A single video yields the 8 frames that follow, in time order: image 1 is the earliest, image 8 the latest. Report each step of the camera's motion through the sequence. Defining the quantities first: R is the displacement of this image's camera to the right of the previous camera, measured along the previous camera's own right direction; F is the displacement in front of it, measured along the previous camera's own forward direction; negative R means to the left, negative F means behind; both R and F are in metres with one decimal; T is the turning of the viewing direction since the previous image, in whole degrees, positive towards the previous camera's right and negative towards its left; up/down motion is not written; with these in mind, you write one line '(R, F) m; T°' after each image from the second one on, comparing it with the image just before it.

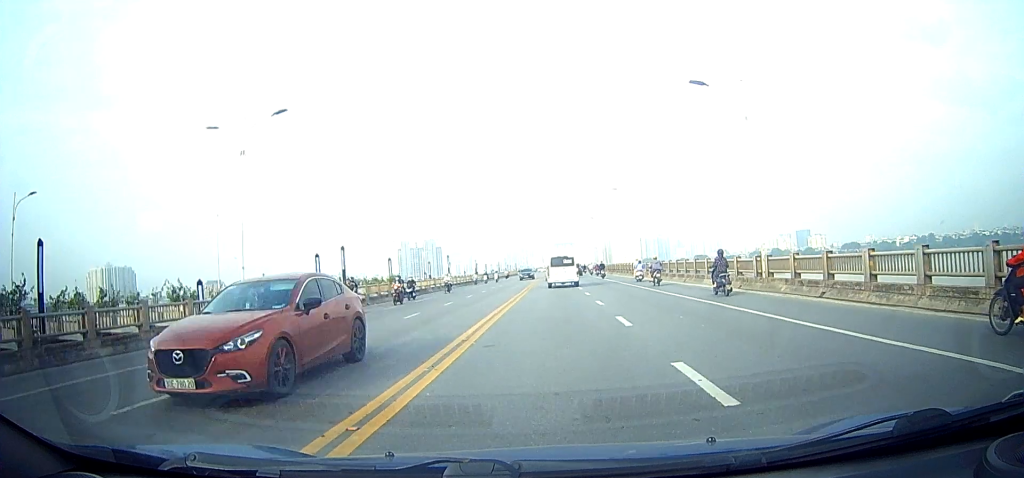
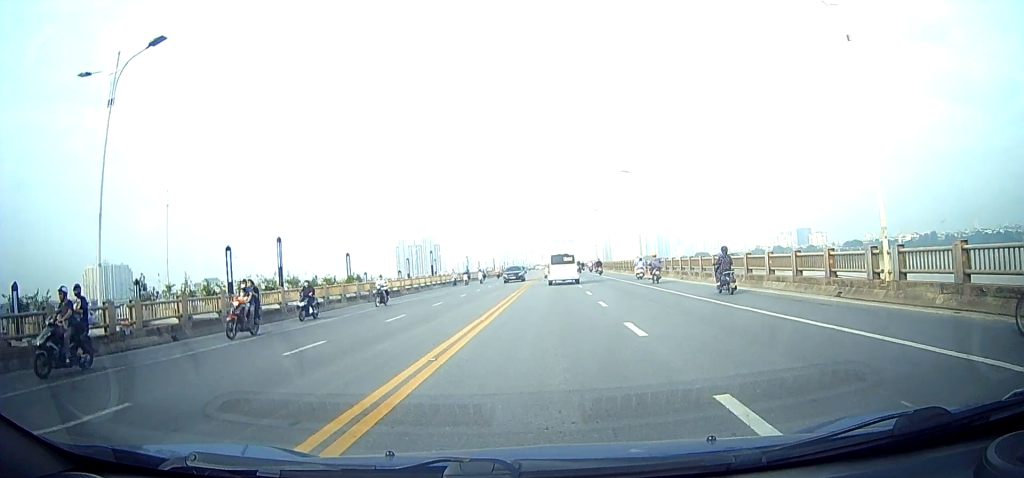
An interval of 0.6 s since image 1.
(0.0, +9.2) m; +1°
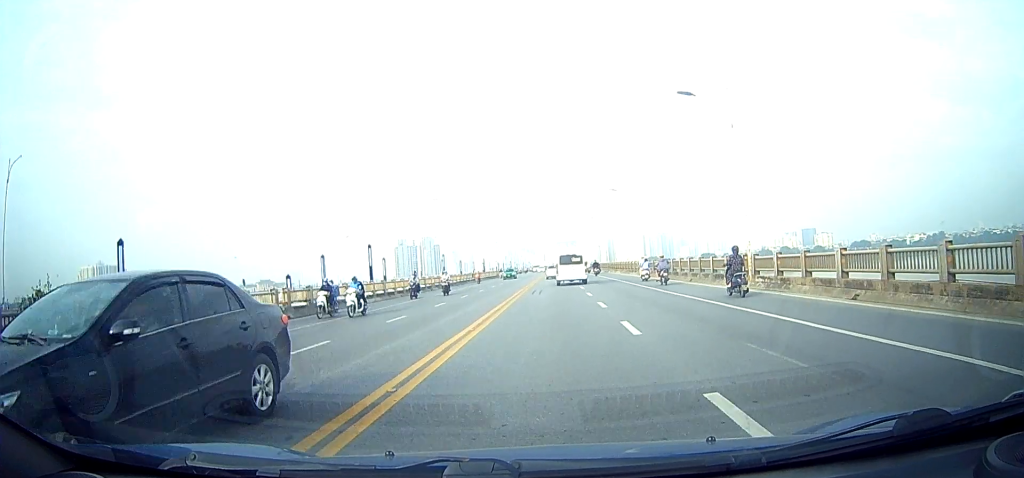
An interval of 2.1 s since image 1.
(+0.6, +21.7) m; +2°
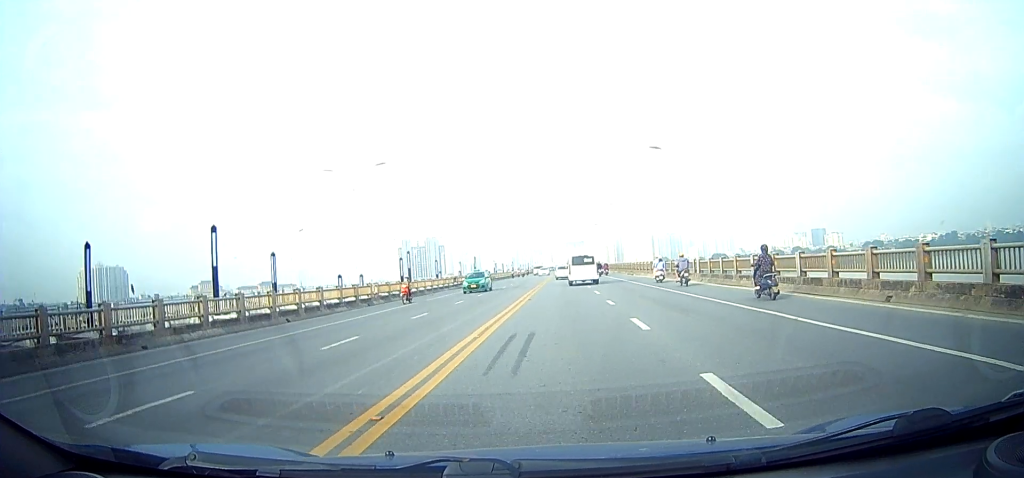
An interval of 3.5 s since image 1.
(0.0, +20.2) m; 0°
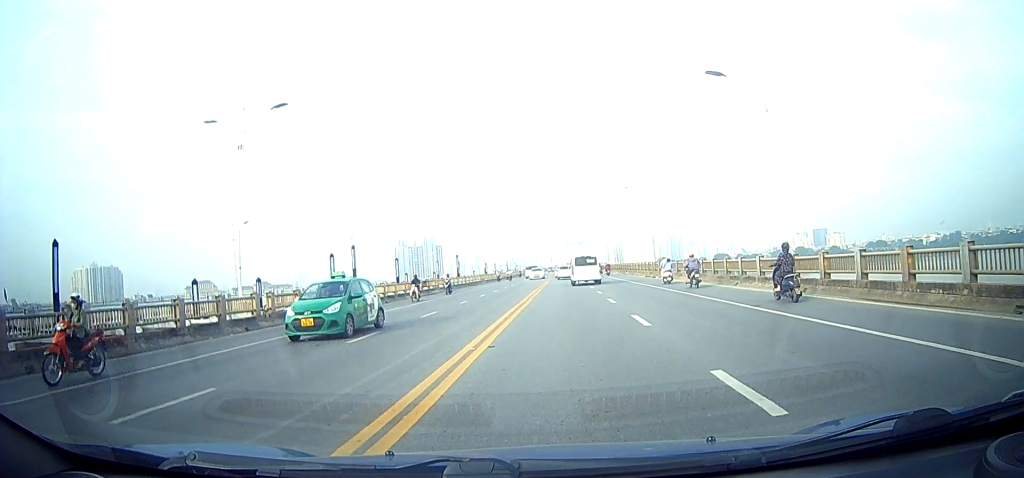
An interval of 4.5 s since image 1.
(0.0, +14.2) m; 0°
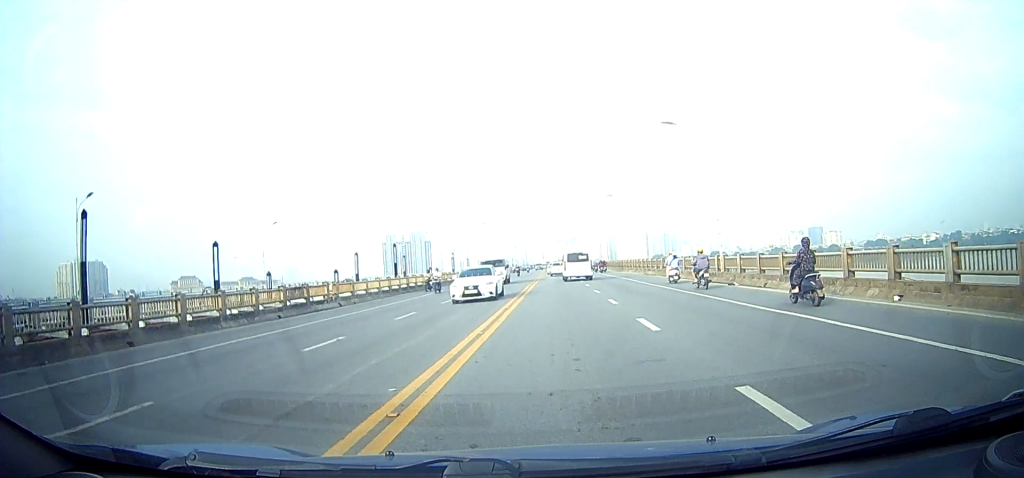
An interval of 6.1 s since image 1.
(0.0, +23.4) m; -1°
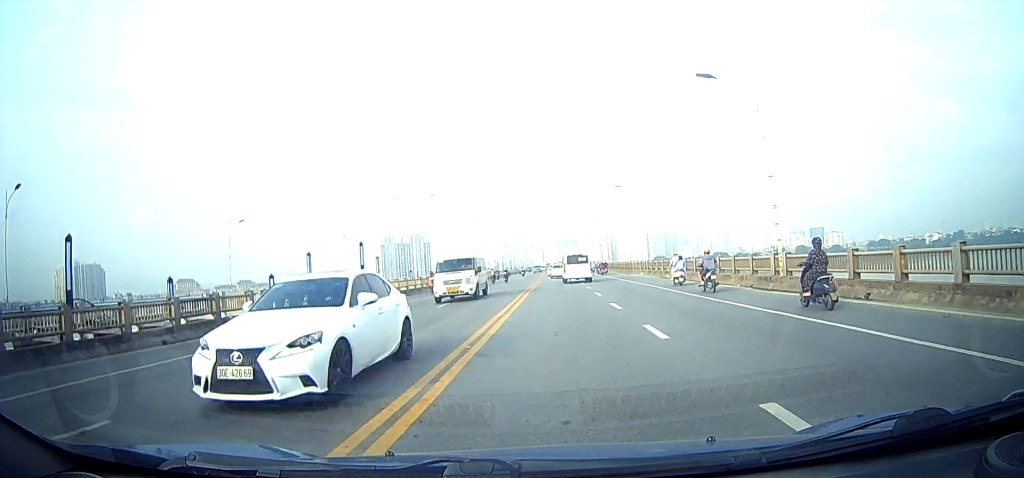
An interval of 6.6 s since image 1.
(+0.1, +7.2) m; -1°
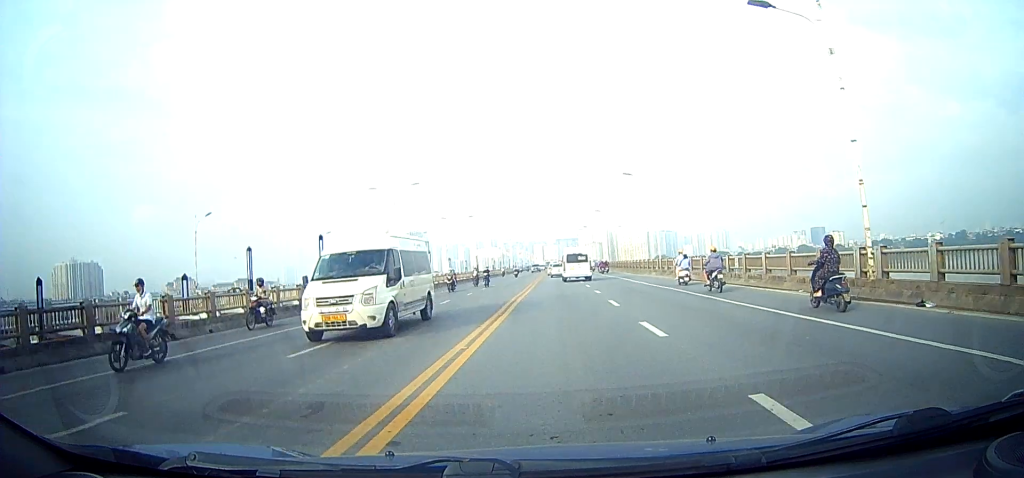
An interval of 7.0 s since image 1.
(-0.1, +5.8) m; -1°
